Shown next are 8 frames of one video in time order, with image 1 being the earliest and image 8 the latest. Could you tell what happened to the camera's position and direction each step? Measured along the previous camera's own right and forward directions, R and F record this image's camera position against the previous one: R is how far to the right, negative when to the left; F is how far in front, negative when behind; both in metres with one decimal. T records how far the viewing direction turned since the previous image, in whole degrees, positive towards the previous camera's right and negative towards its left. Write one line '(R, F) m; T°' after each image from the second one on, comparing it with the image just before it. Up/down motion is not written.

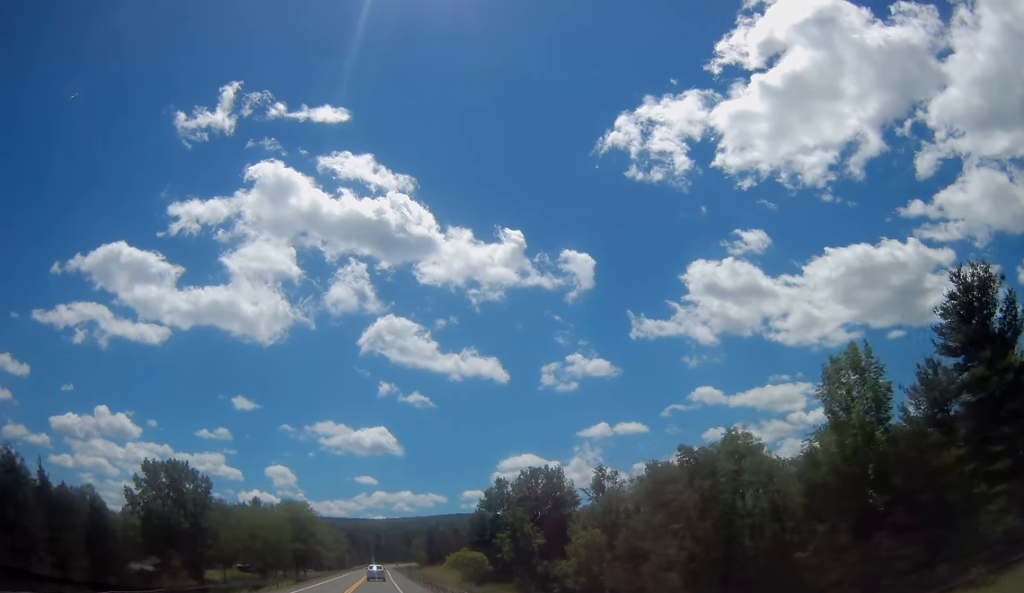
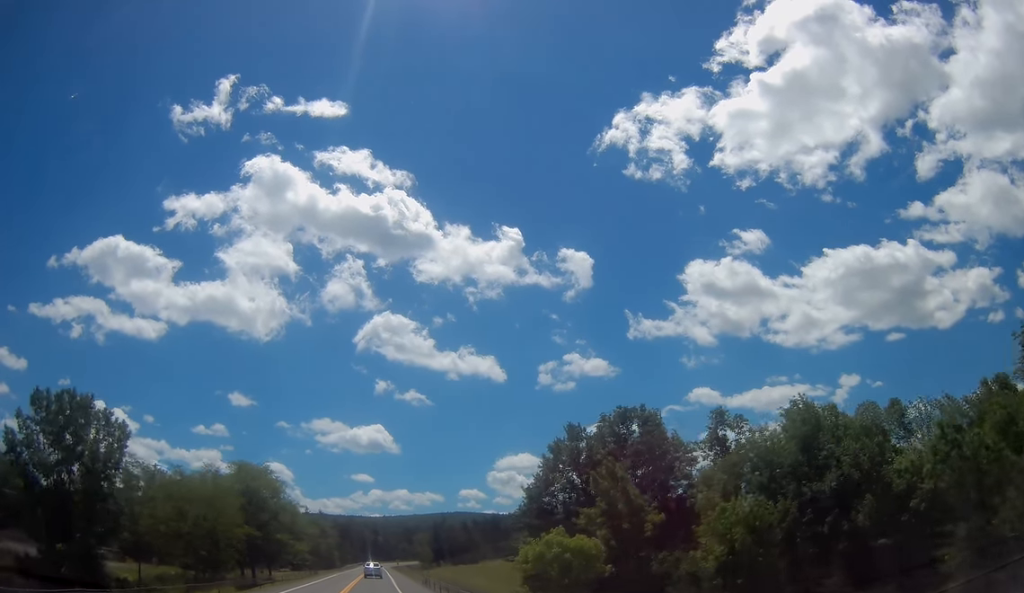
(0.0, +36.8) m; 0°
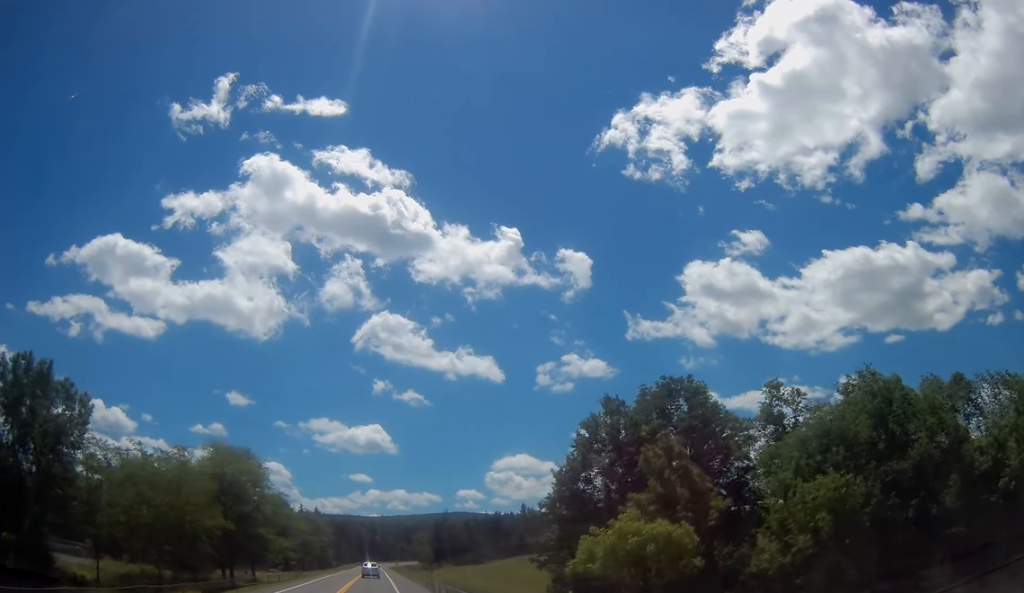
(0.0, +10.3) m; 0°
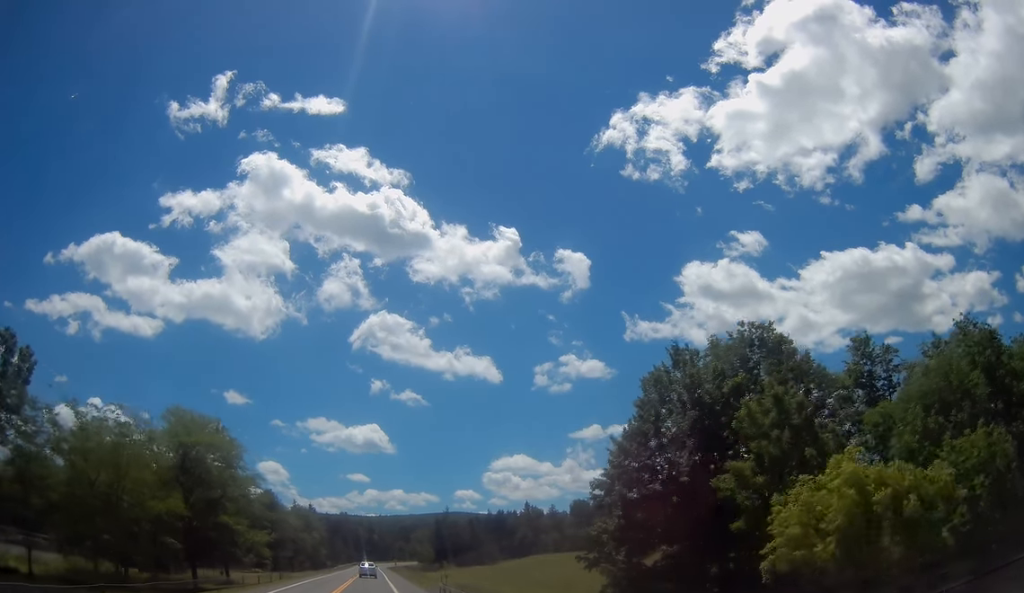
(0.0, +12.4) m; 0°
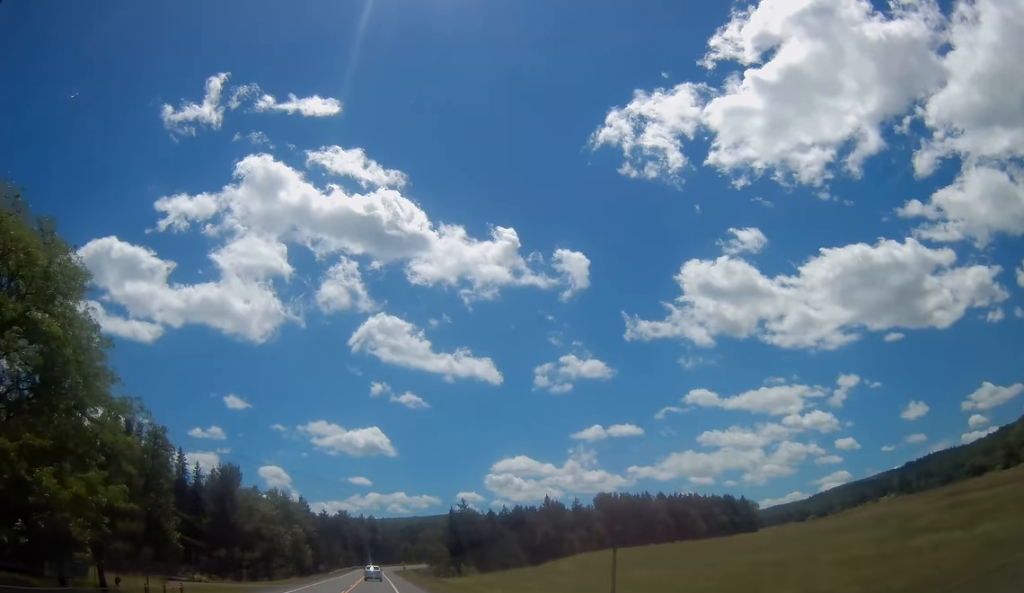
(0.0, +31.1) m; 0°
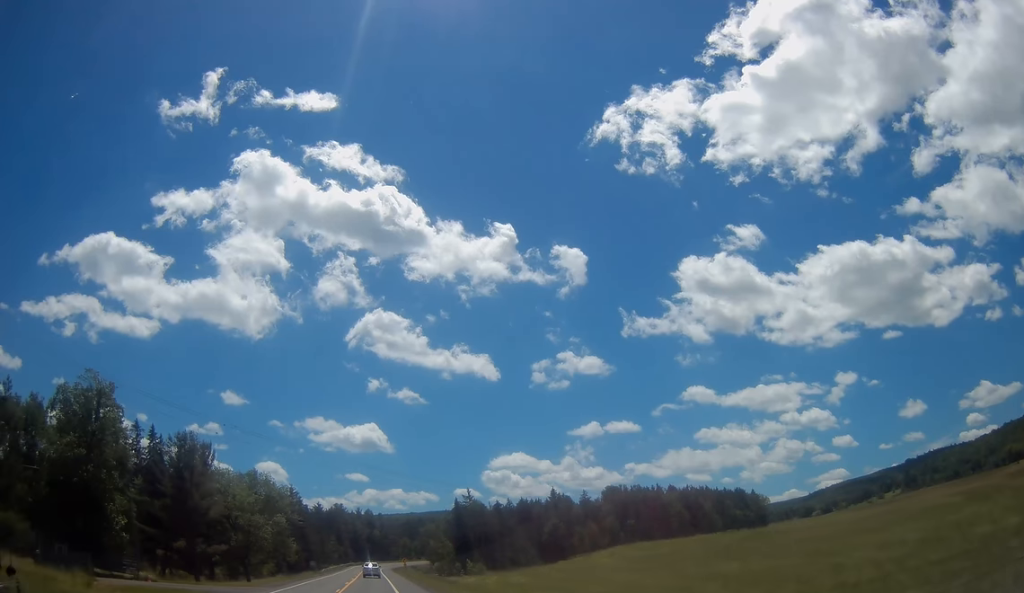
(0.0, +14.0) m; 0°
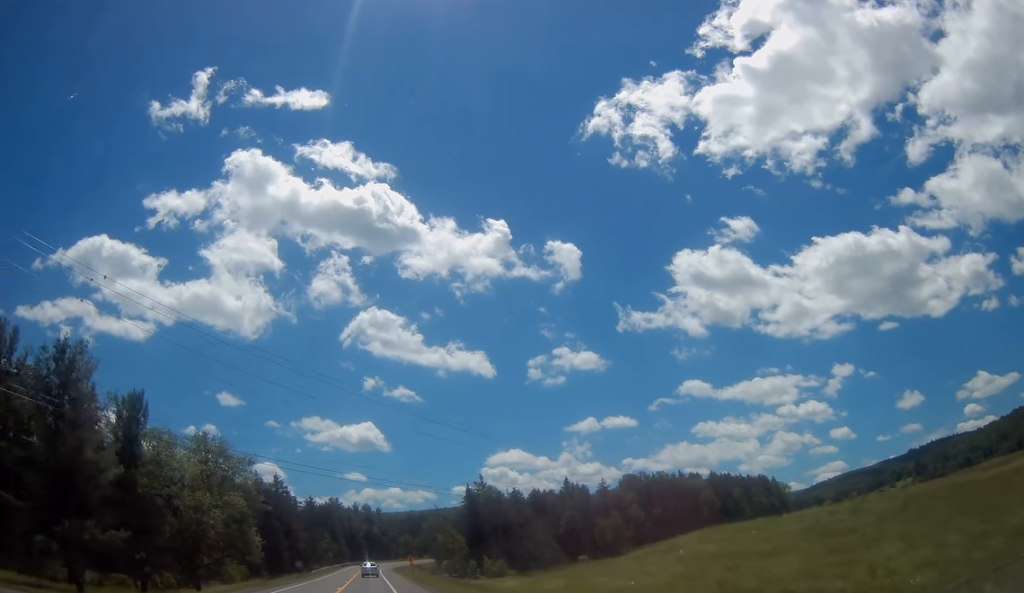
(0.0, +22.2) m; +1°
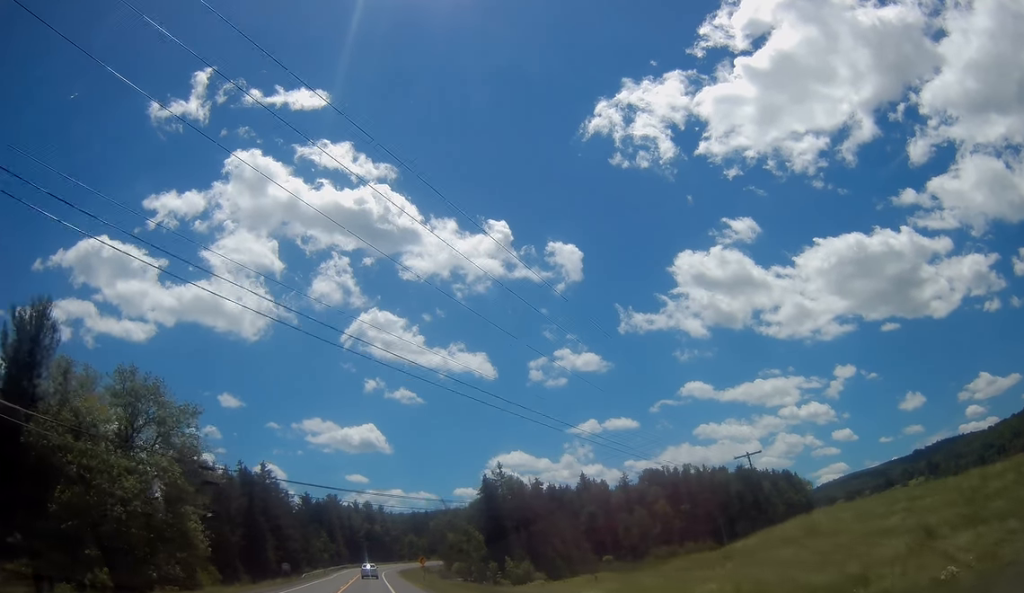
(+0.2, +18.0) m; 0°
